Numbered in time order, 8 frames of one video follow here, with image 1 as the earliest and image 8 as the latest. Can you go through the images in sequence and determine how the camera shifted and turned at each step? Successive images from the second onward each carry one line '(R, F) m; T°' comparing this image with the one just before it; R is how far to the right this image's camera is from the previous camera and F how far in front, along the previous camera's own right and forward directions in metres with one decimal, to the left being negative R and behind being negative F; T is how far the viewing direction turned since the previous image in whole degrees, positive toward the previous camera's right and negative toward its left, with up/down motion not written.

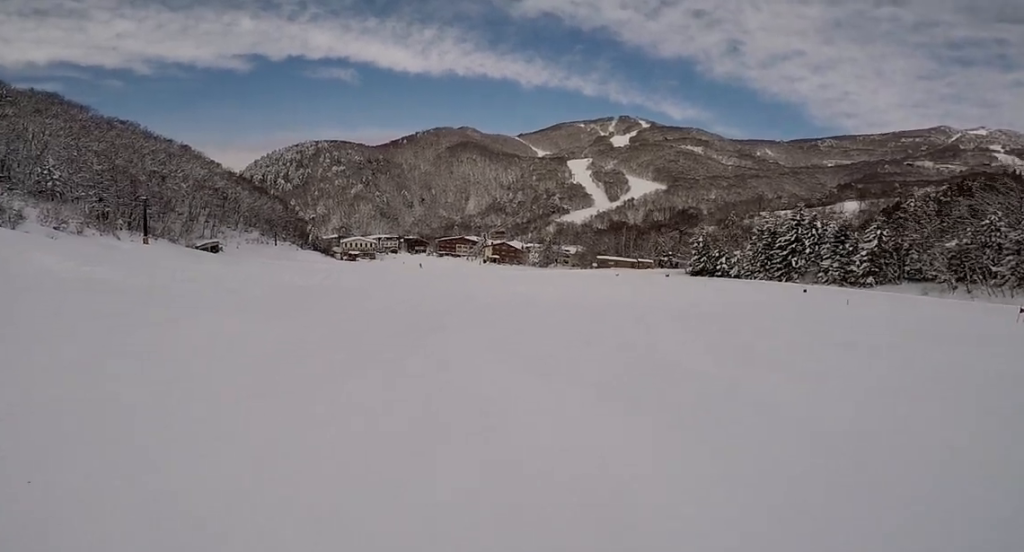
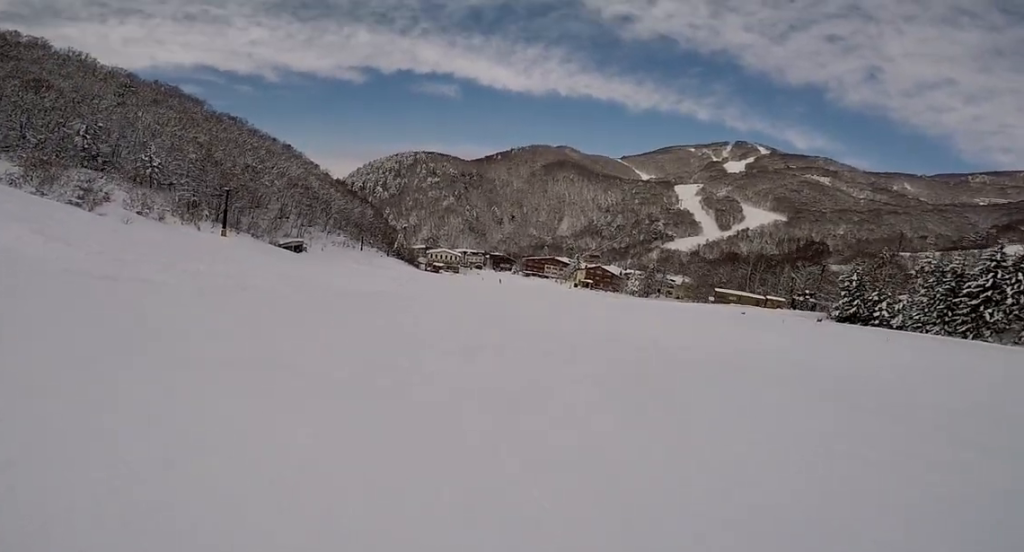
(-2.0, +11.3) m; -8°
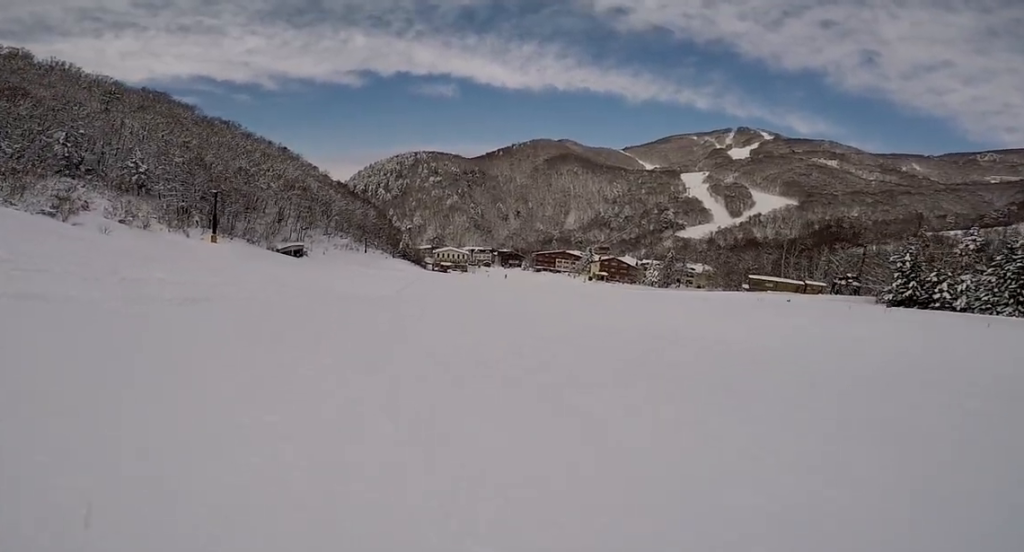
(-0.1, +7.9) m; +5°
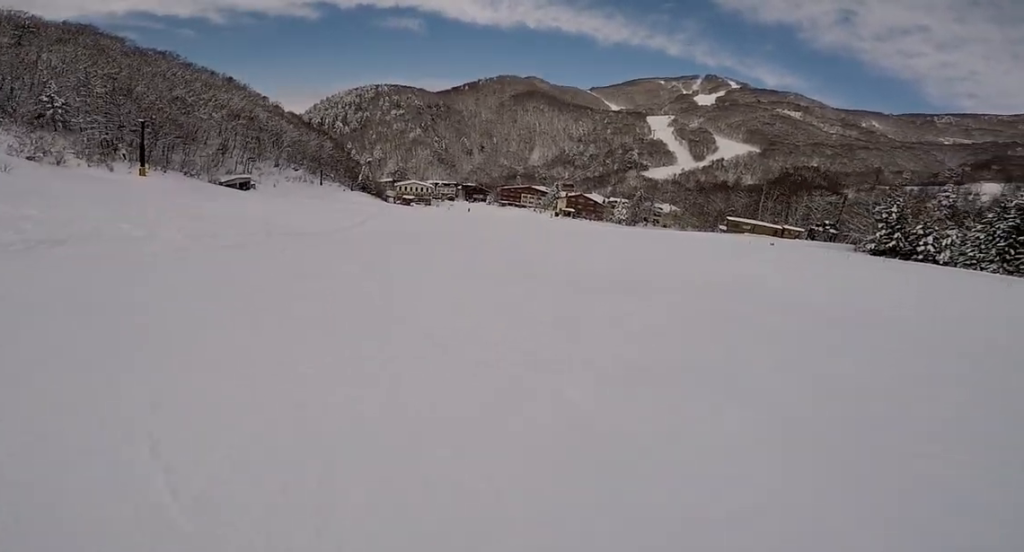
(+0.7, +6.5) m; +5°
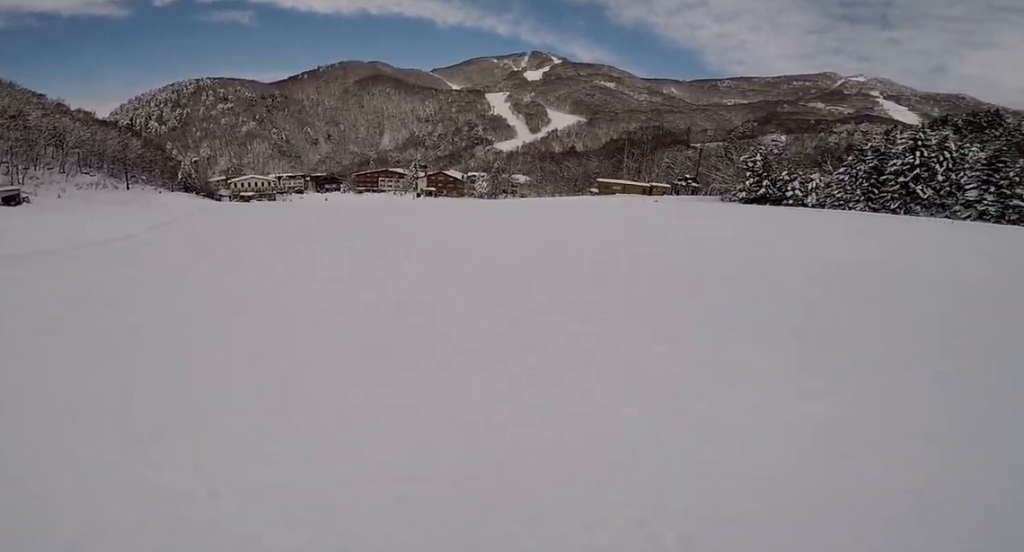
(+0.7, +12.7) m; +7°
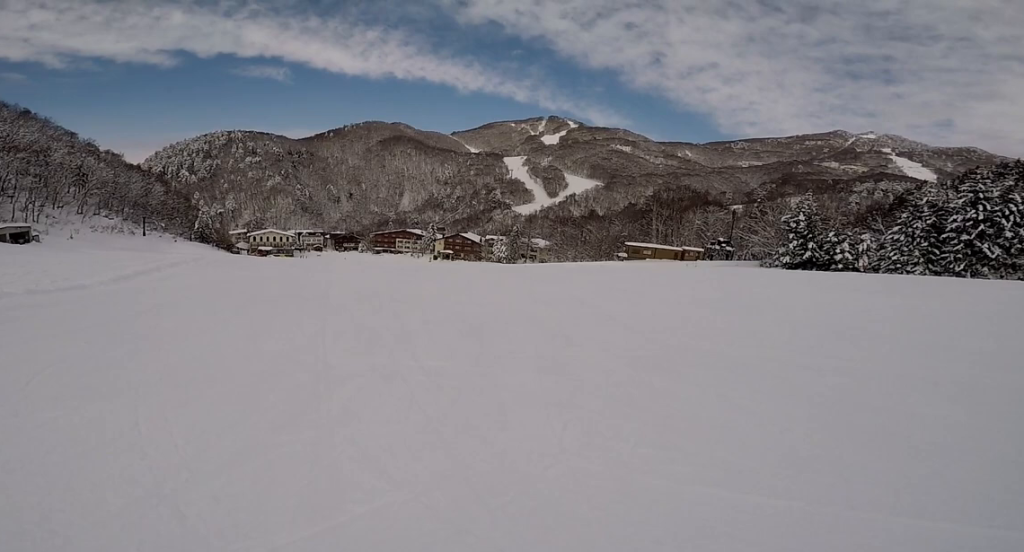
(+0.8, +5.8) m; -5°
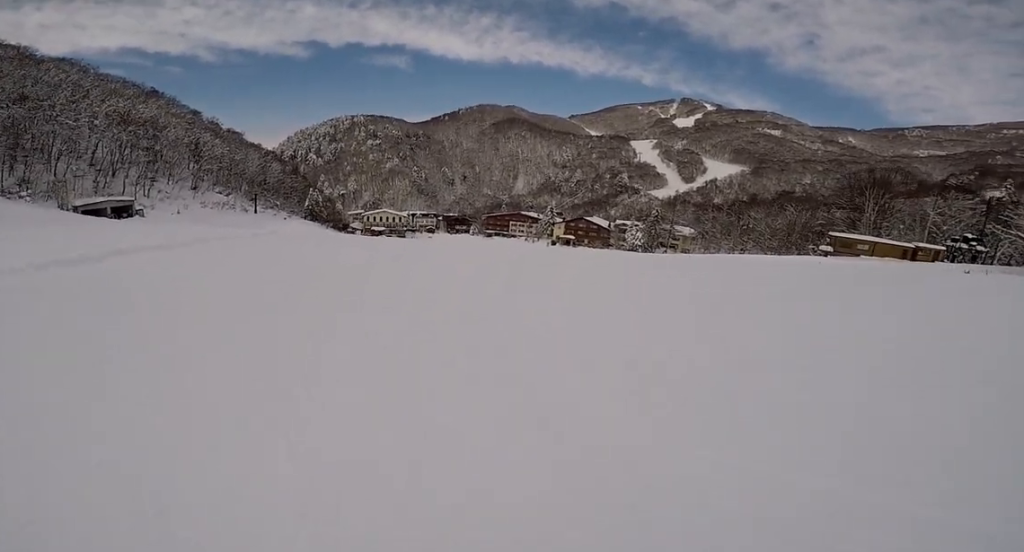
(-3.0, +14.4) m; -13°
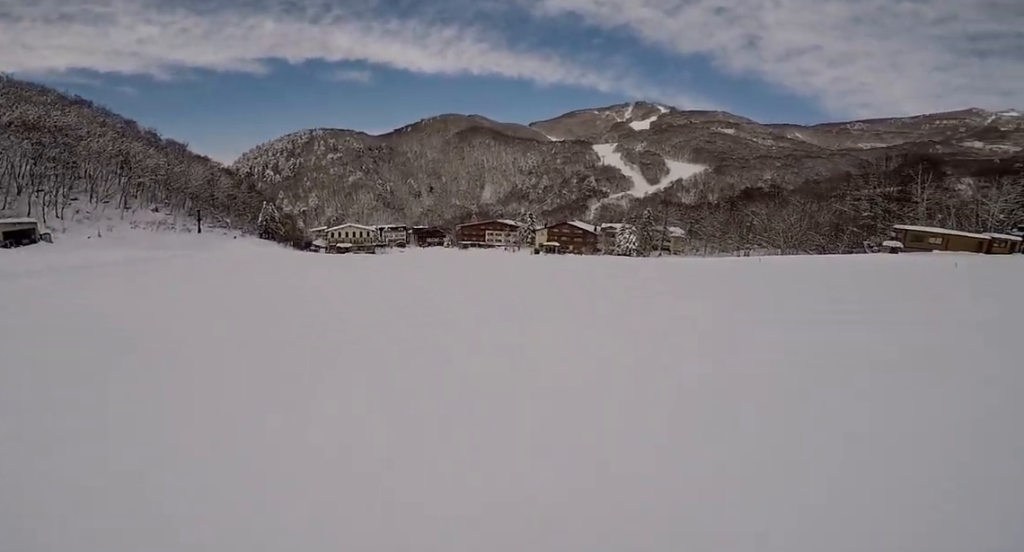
(+1.7, +14.7) m; +19°
